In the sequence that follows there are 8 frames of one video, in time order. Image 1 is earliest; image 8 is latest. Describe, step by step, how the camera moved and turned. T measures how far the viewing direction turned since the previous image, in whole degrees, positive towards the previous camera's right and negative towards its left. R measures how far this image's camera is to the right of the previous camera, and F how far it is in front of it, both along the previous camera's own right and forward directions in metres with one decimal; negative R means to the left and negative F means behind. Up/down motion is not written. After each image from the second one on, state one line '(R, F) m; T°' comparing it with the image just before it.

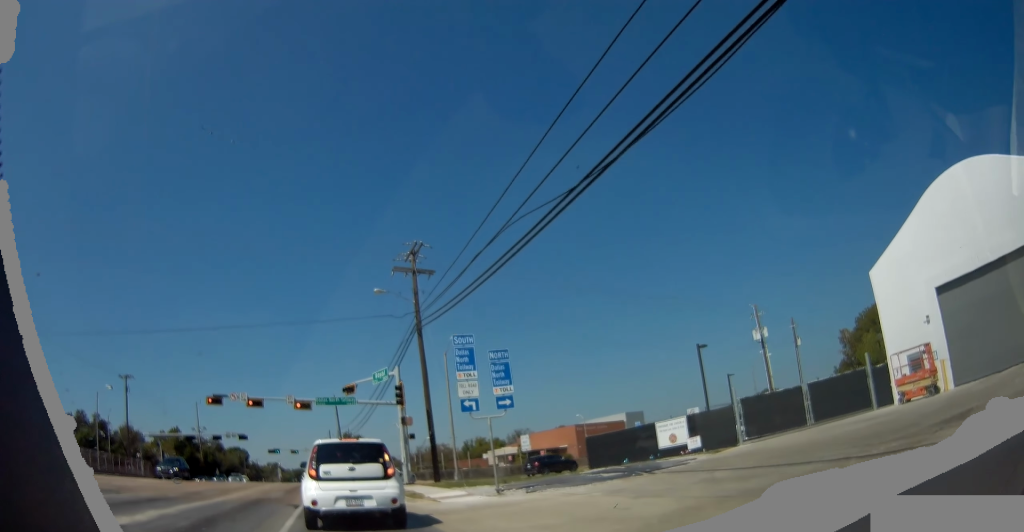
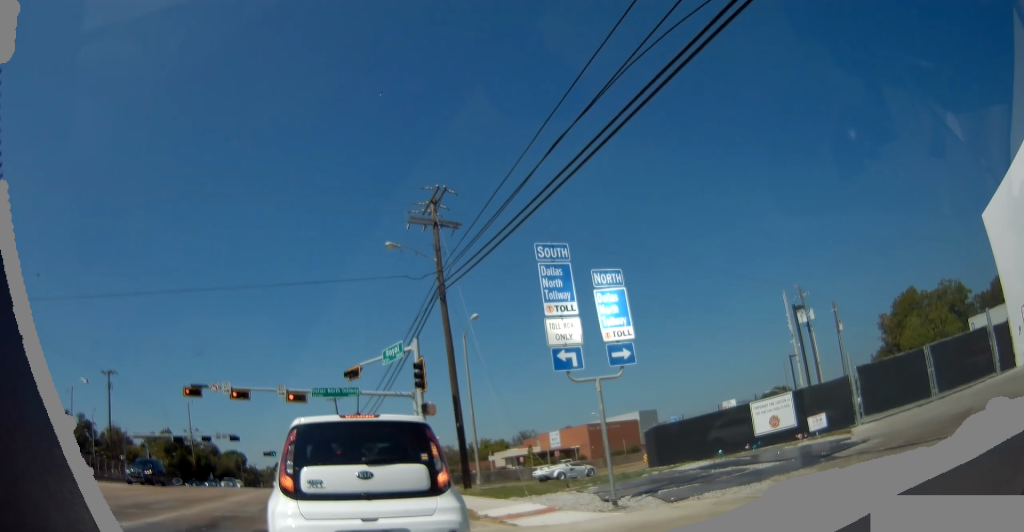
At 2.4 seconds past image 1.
(+0.2, +6.3) m; +4°
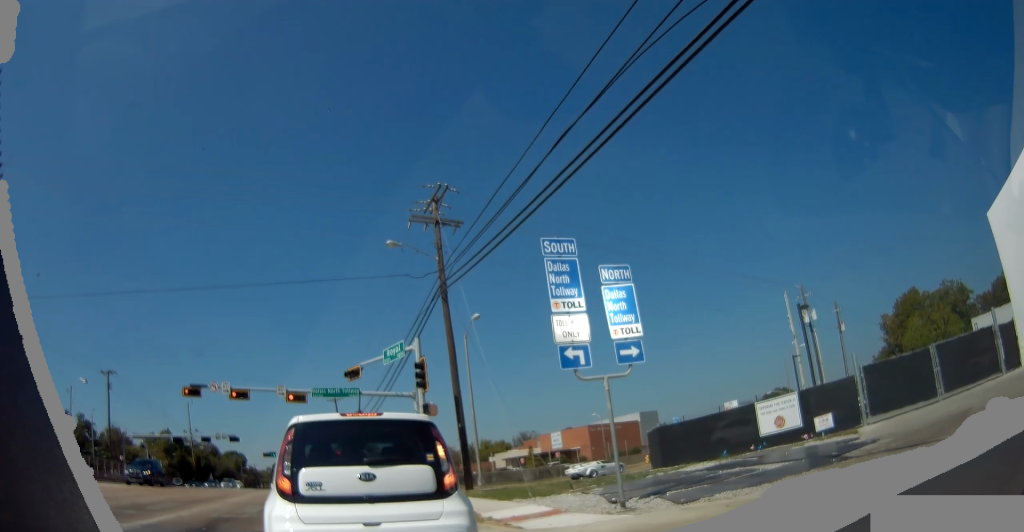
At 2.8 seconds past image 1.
(0.0, +0.2) m; 0°
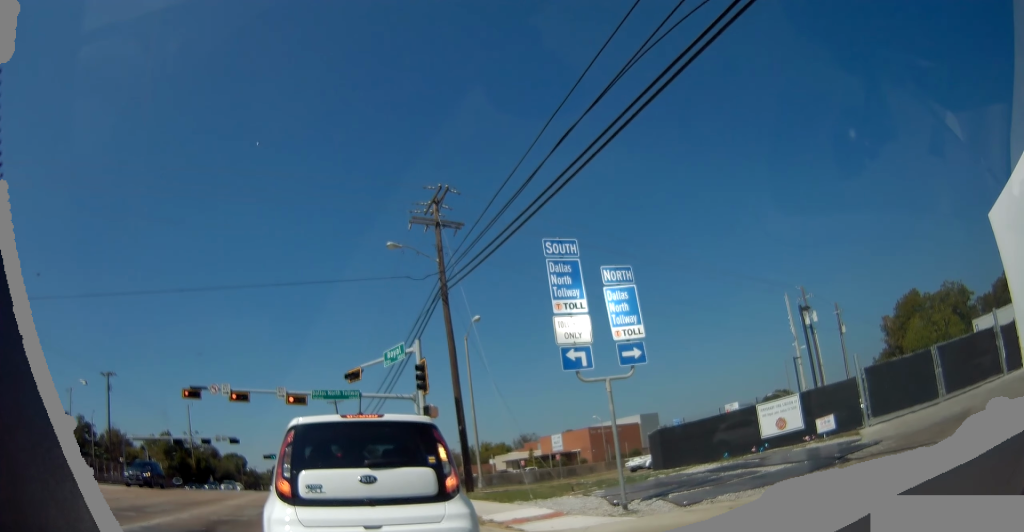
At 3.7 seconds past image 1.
(0.0, 0.0) m; 0°
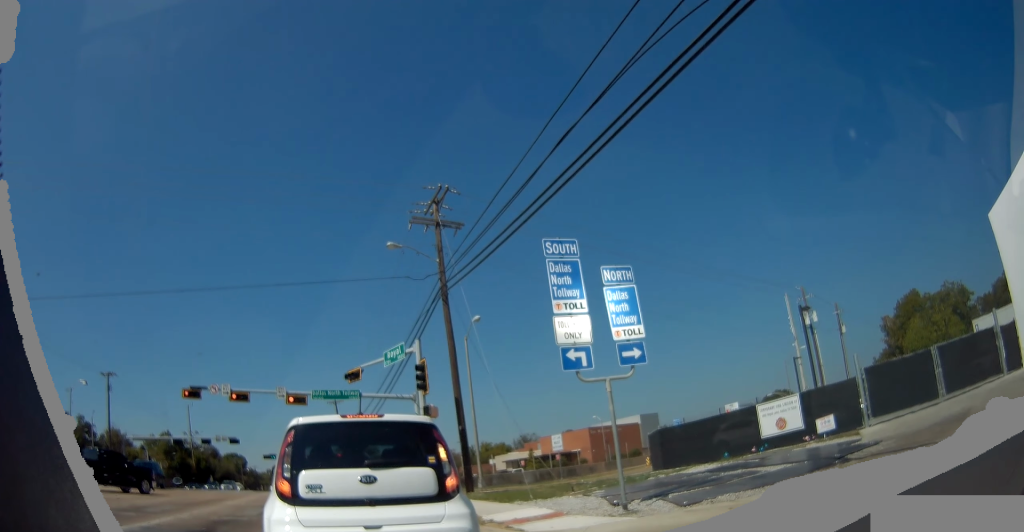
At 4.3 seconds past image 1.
(0.0, 0.0) m; 0°
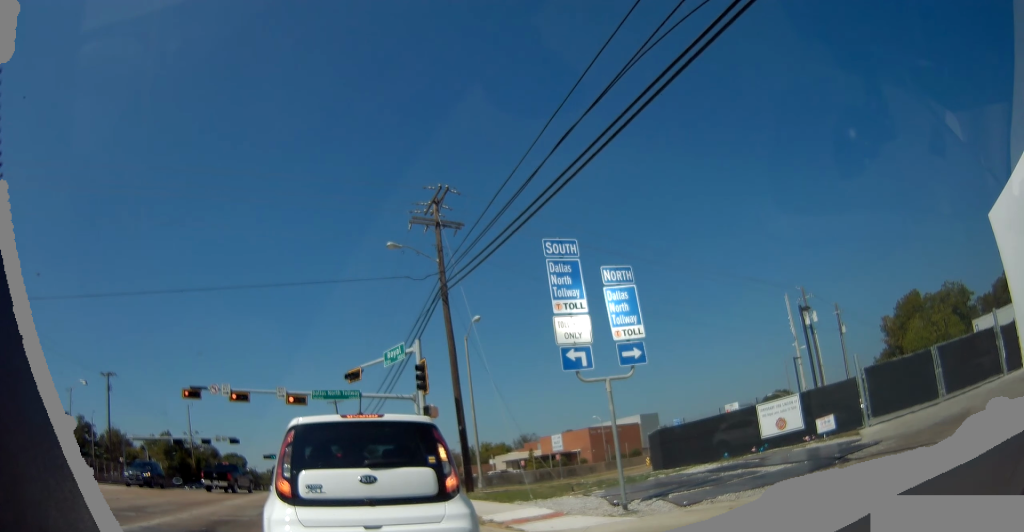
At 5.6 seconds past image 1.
(0.0, +0.2) m; 0°
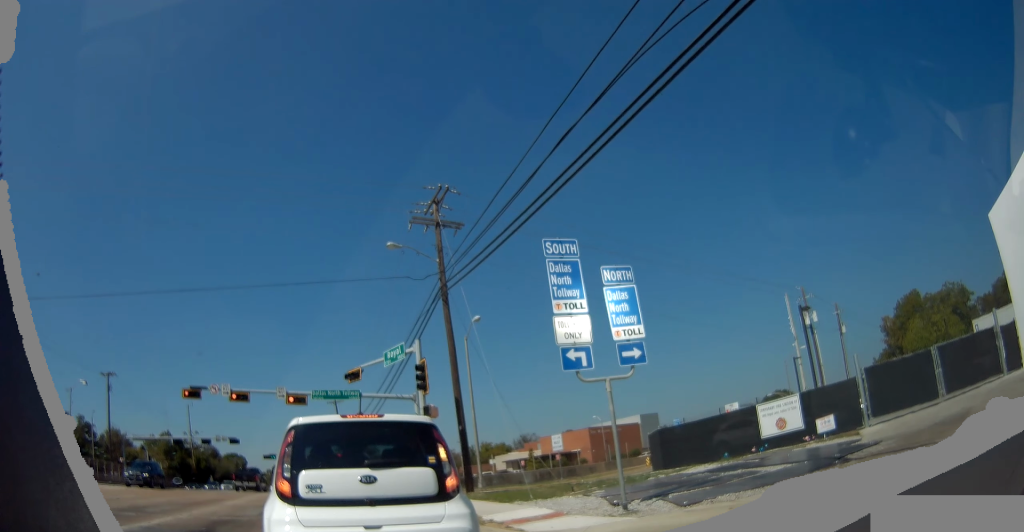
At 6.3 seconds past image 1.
(0.0, 0.0) m; 0°
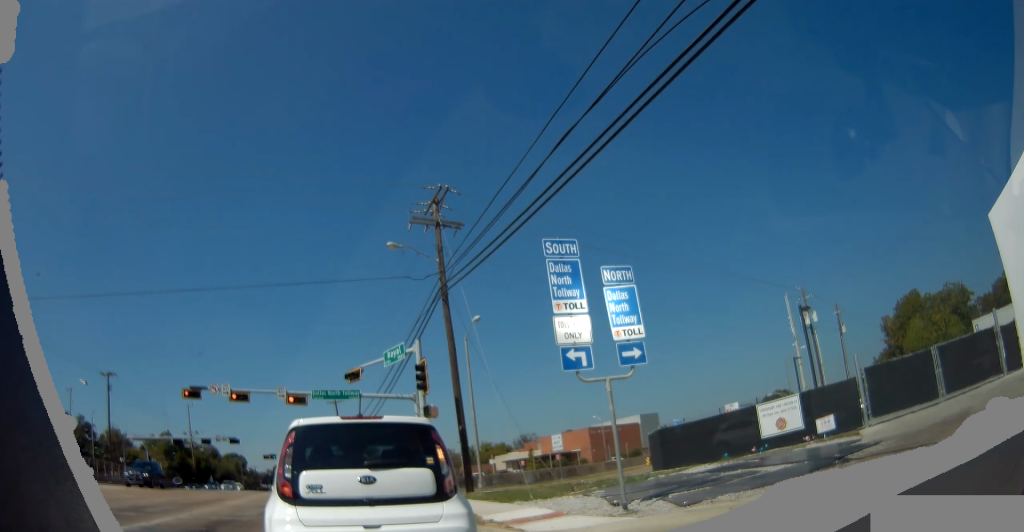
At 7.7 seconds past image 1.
(0.0, +0.2) m; 0°
